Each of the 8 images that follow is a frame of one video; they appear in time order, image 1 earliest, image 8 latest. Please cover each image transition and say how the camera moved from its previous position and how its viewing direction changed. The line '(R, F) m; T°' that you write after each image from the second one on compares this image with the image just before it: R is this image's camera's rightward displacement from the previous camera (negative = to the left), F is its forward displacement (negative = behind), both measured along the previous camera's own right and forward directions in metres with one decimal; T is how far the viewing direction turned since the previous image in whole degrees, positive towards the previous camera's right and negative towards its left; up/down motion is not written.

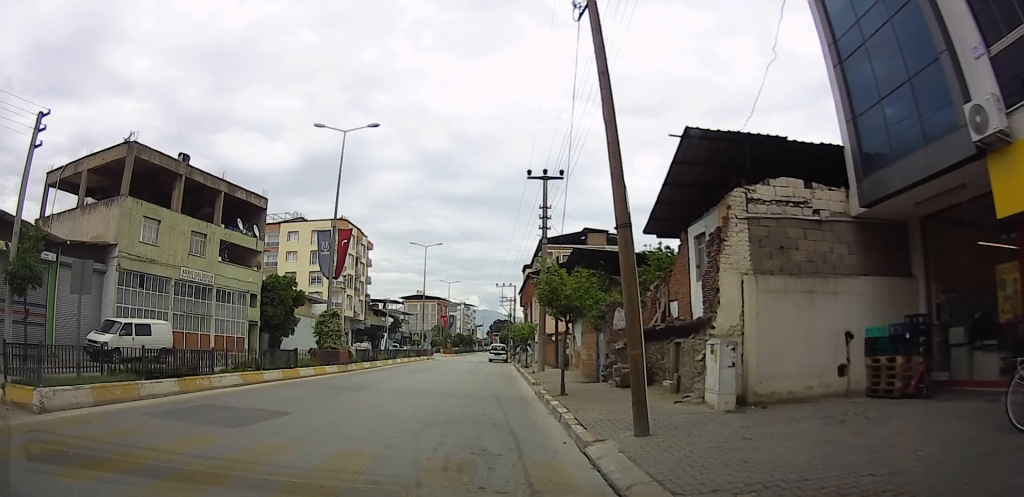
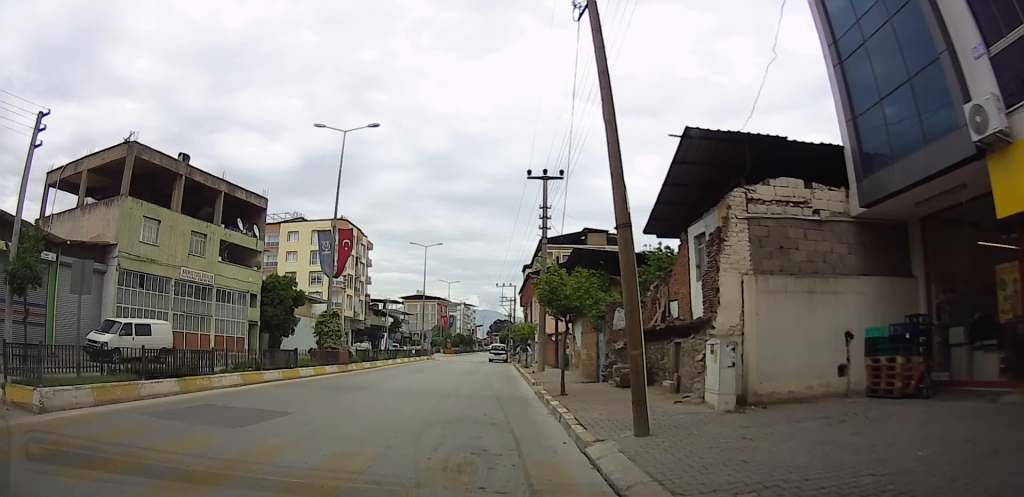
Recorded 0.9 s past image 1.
(0.0, 0.0) m; 0°
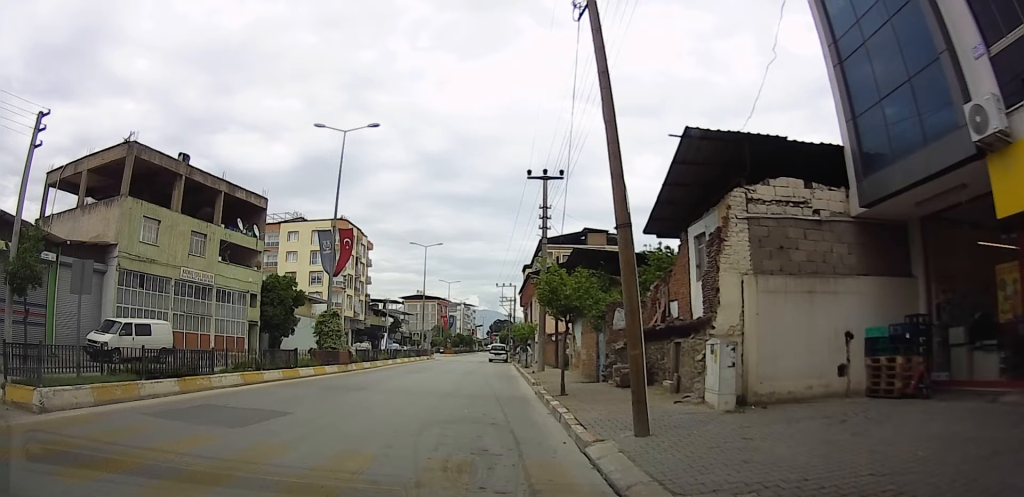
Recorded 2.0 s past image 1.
(0.0, 0.0) m; 0°
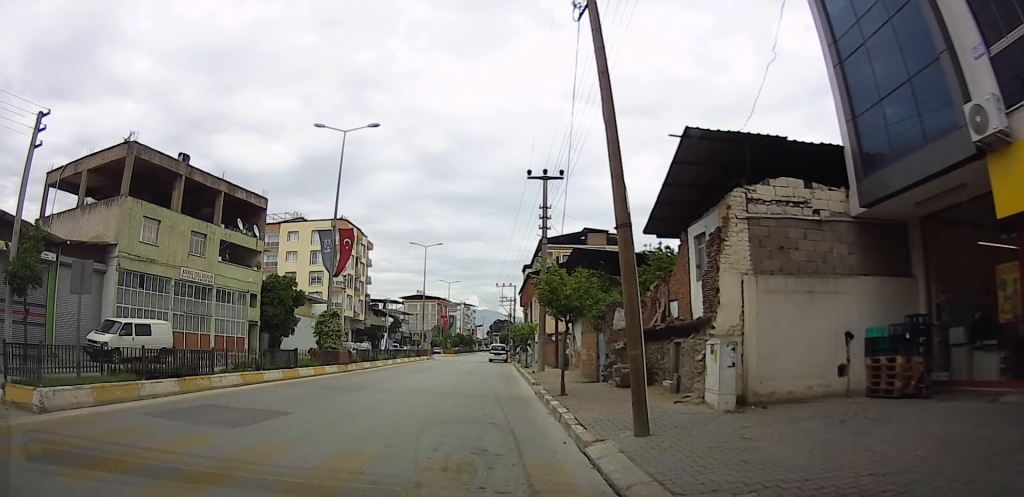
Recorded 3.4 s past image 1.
(0.0, 0.0) m; 0°
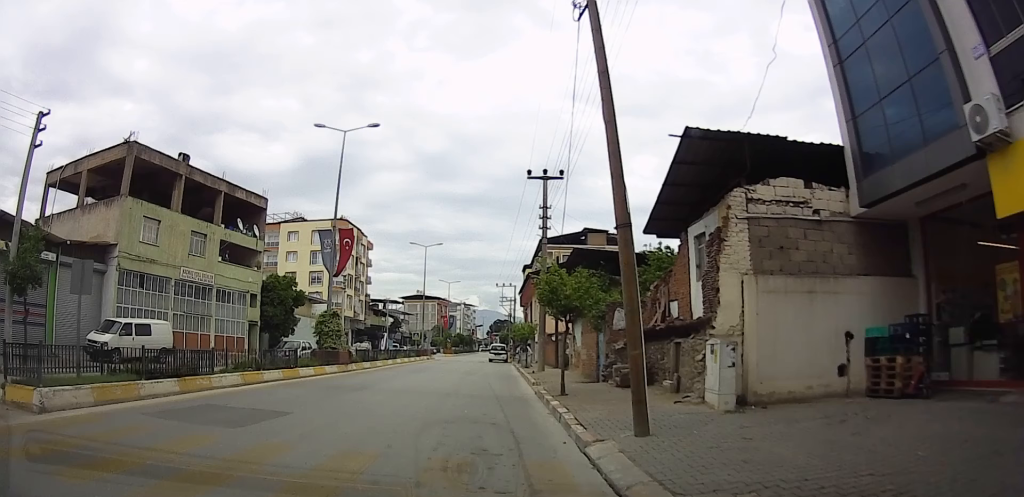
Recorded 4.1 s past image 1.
(0.0, 0.0) m; 0°
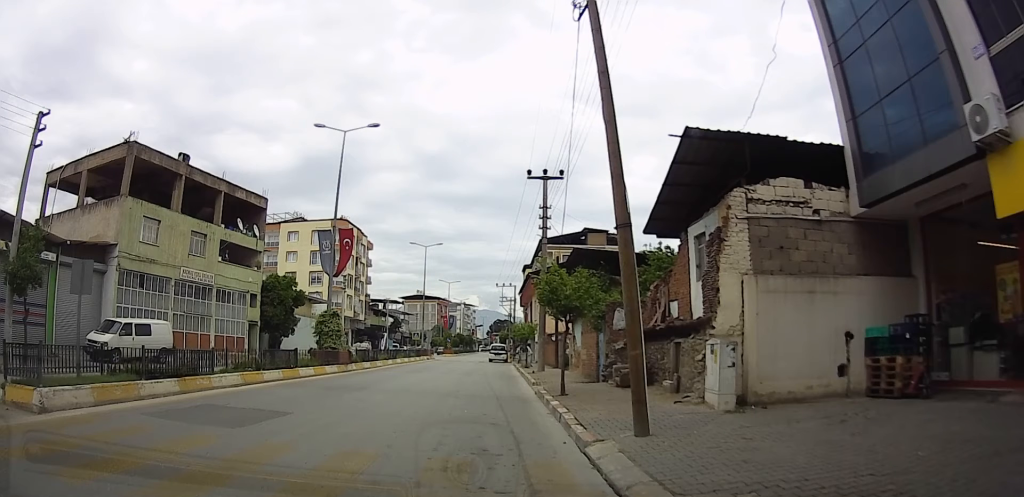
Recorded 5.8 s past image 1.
(0.0, 0.0) m; 0°
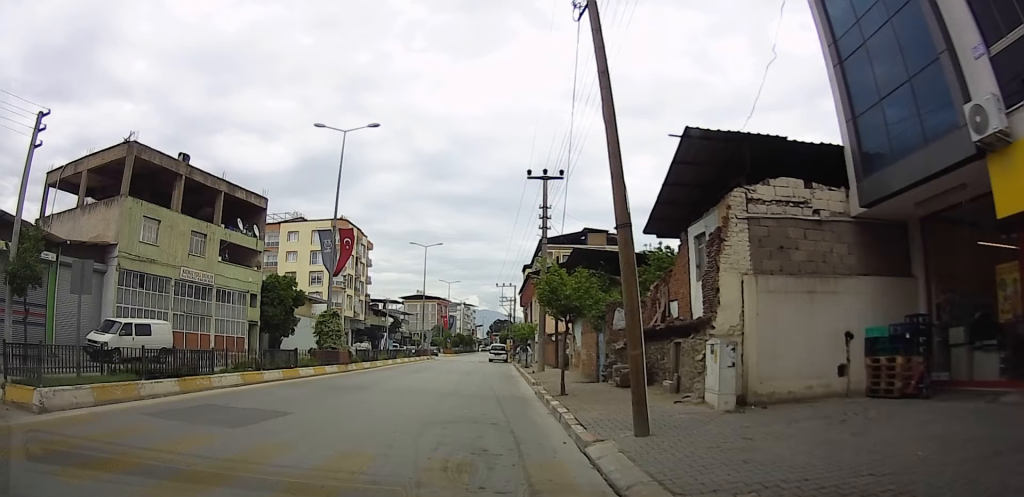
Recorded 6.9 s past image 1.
(0.0, 0.0) m; 0°
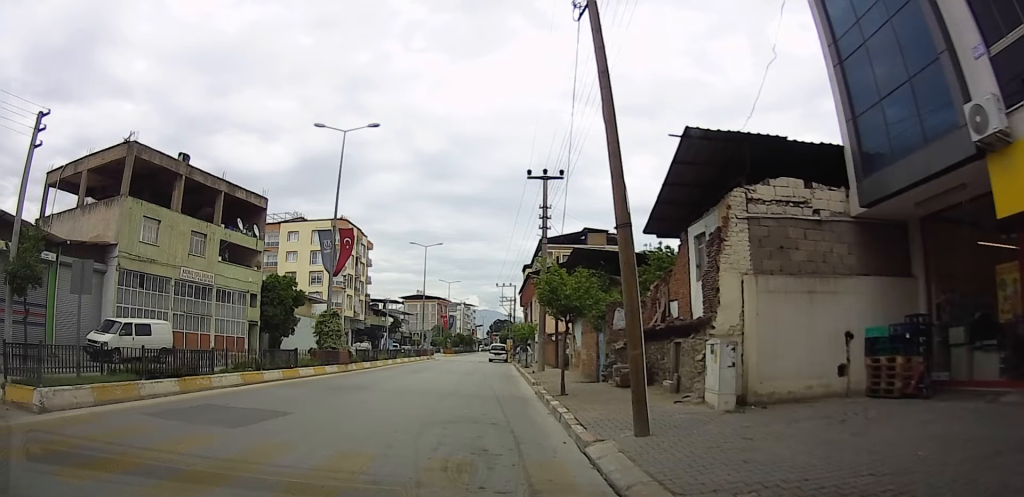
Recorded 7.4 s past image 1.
(0.0, 0.0) m; 0°
